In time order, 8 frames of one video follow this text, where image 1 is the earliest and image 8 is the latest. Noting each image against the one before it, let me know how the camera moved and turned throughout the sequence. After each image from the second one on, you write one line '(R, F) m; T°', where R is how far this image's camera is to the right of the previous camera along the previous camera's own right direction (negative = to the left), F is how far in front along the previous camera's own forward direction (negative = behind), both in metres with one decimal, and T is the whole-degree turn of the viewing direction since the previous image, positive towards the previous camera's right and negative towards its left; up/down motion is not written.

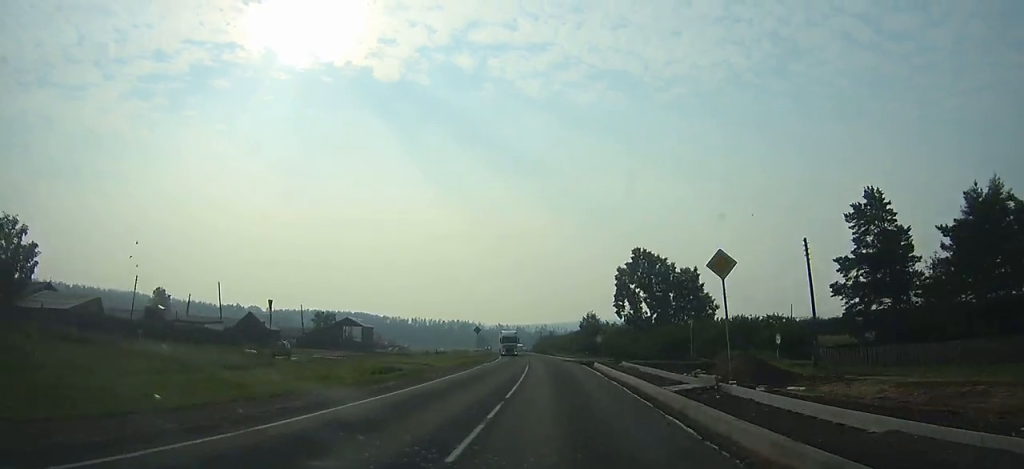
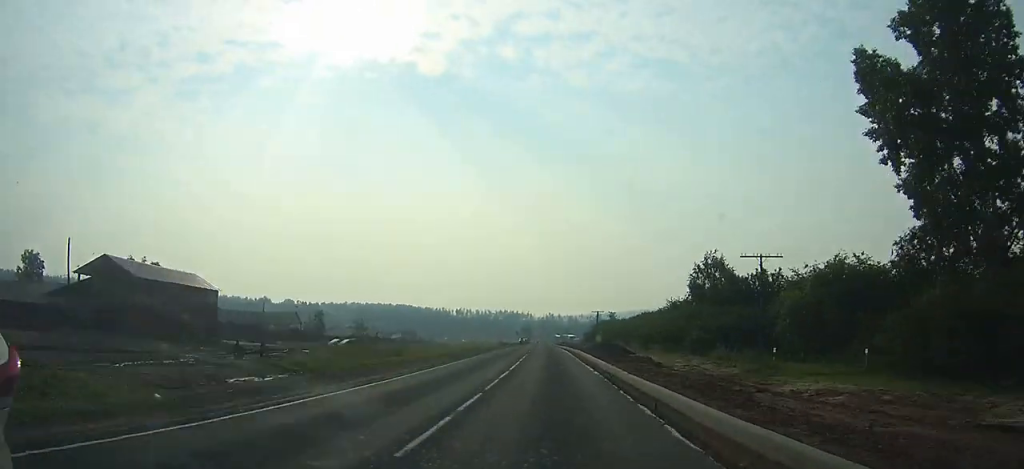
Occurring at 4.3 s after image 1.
(-1.8, +73.9) m; -3°
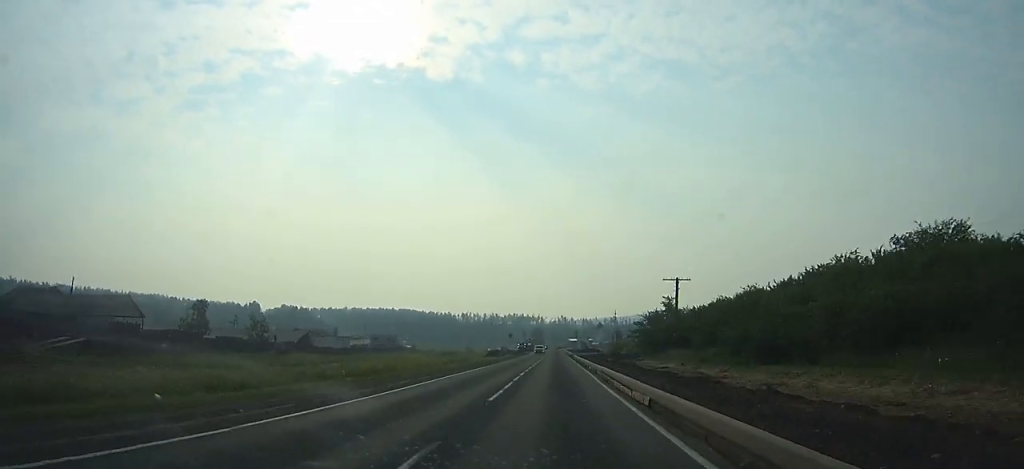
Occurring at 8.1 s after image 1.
(-1.6, +63.7) m; -2°
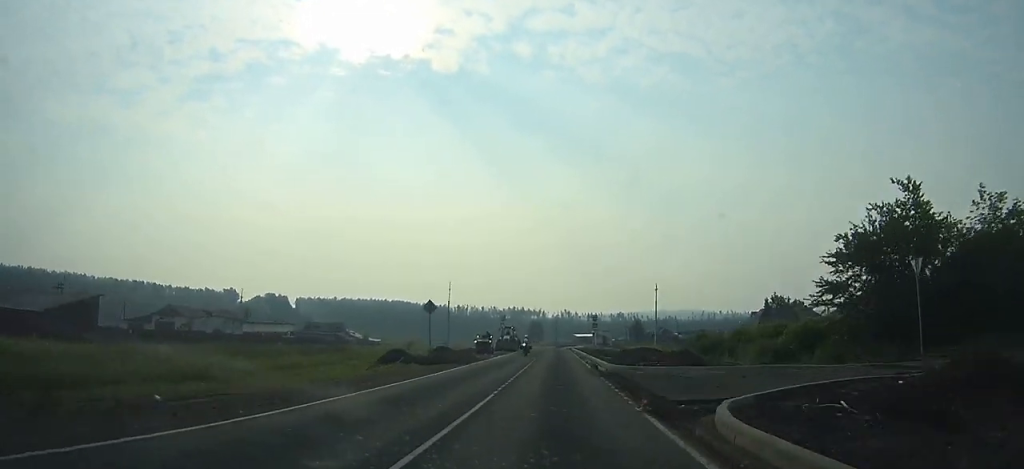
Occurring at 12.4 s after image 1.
(0.0, +62.9) m; 0°
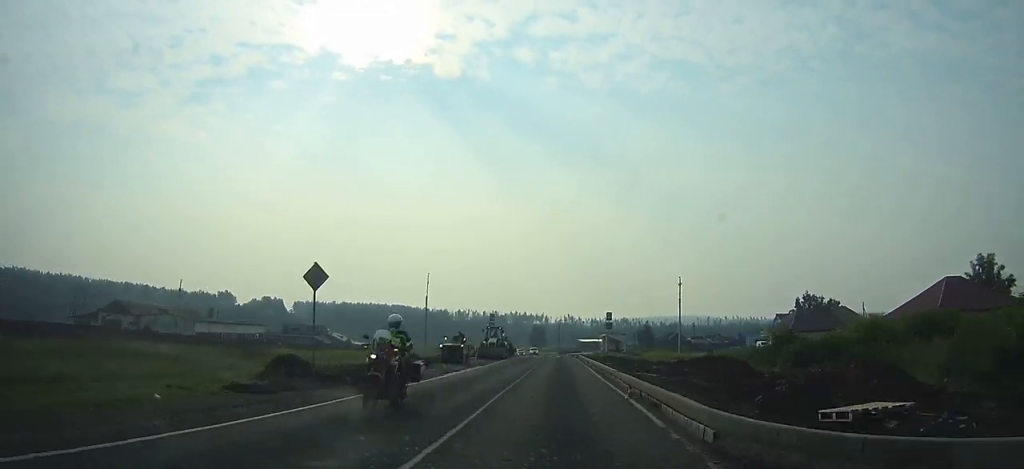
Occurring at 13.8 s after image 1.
(-0.1, +17.2) m; 0°
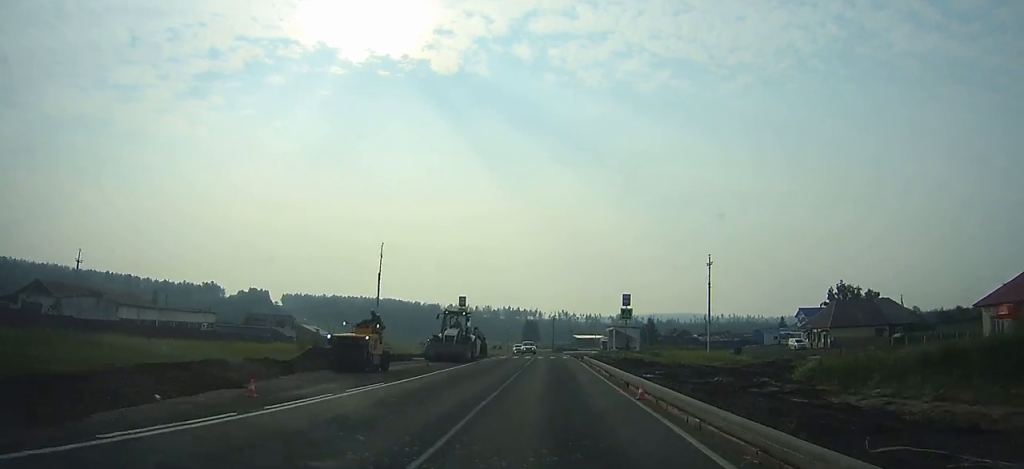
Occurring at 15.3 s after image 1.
(0.0, +18.3) m; 0°
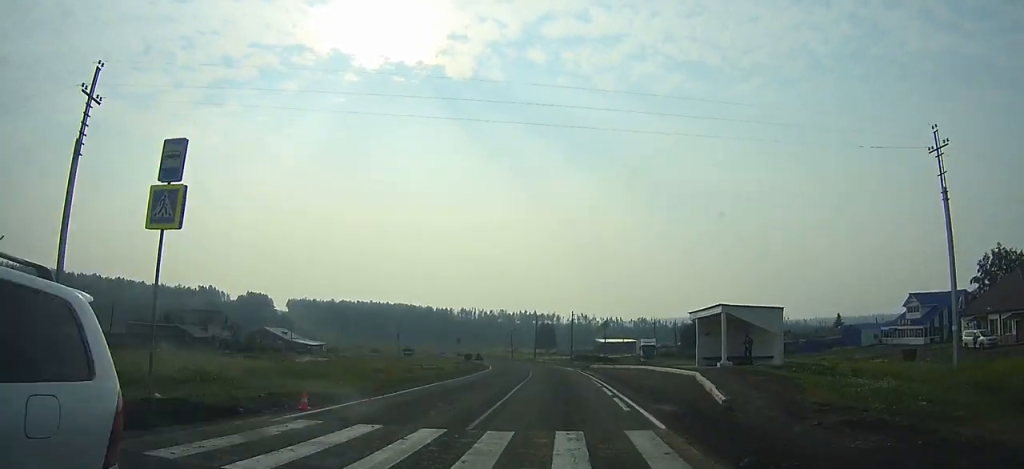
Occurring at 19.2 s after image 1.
(-0.9, +44.2) m; -3°
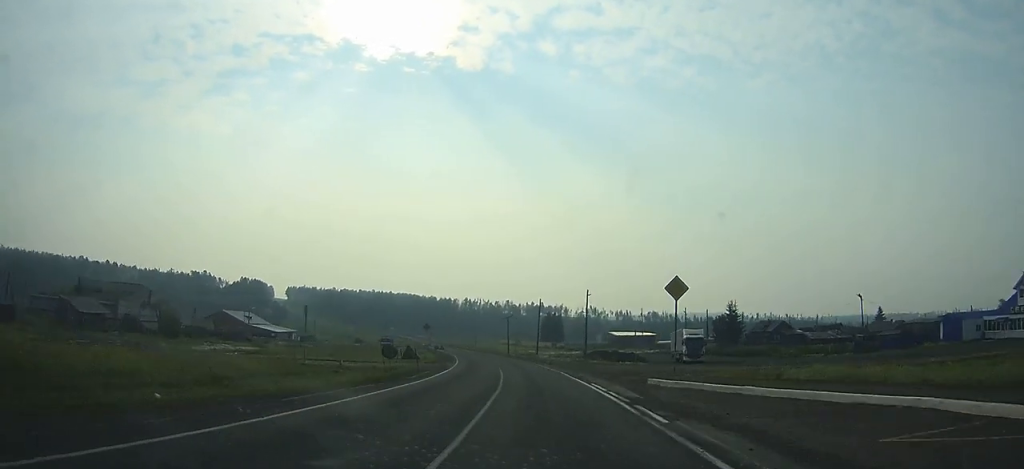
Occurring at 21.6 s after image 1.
(-0.4, +28.8) m; -3°
